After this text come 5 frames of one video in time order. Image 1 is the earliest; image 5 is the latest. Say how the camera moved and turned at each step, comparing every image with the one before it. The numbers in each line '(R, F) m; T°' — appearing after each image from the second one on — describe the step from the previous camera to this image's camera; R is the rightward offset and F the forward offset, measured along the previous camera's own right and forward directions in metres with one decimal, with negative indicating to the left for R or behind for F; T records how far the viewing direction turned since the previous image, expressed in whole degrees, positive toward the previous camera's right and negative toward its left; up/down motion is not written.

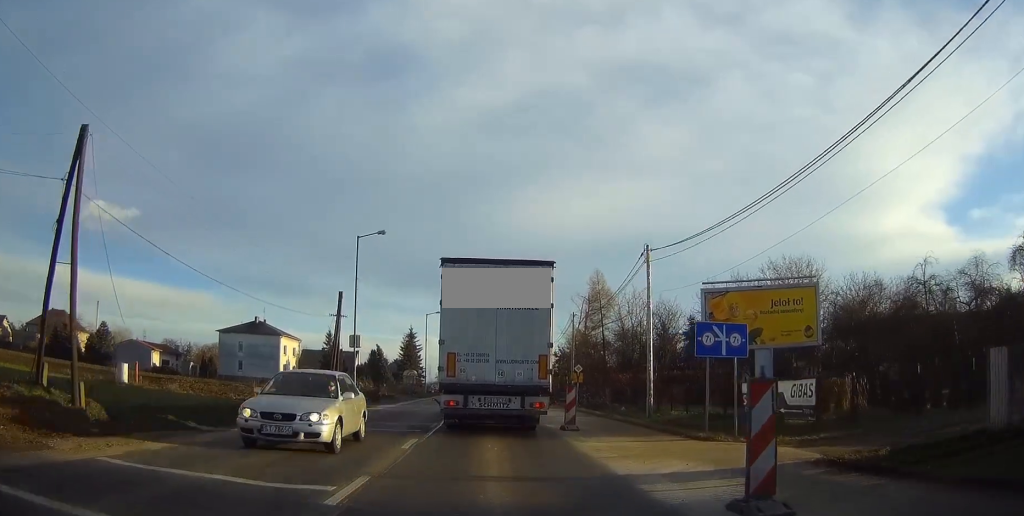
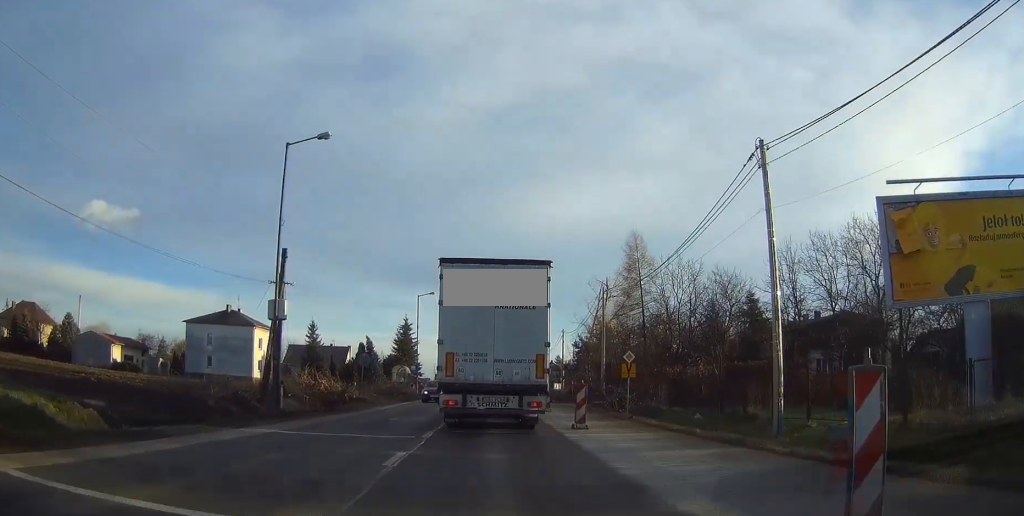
(+0.7, +16.1) m; 0°
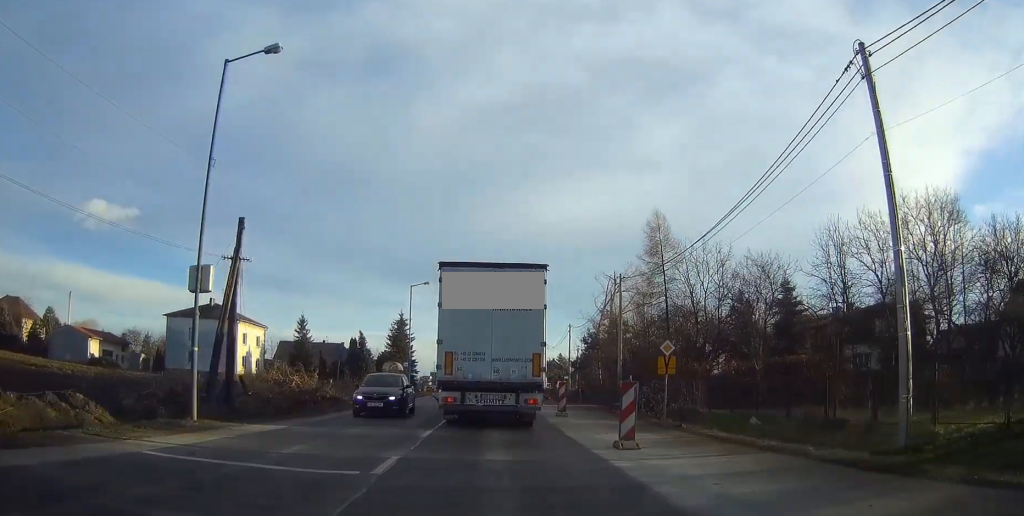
(-0.6, +7.4) m; -3°
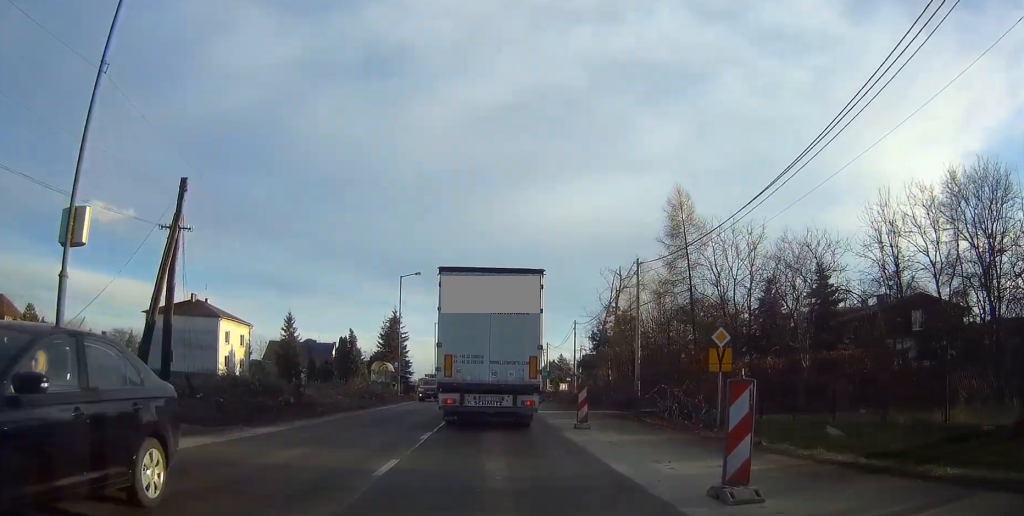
(+0.1, +6.6) m; 0°
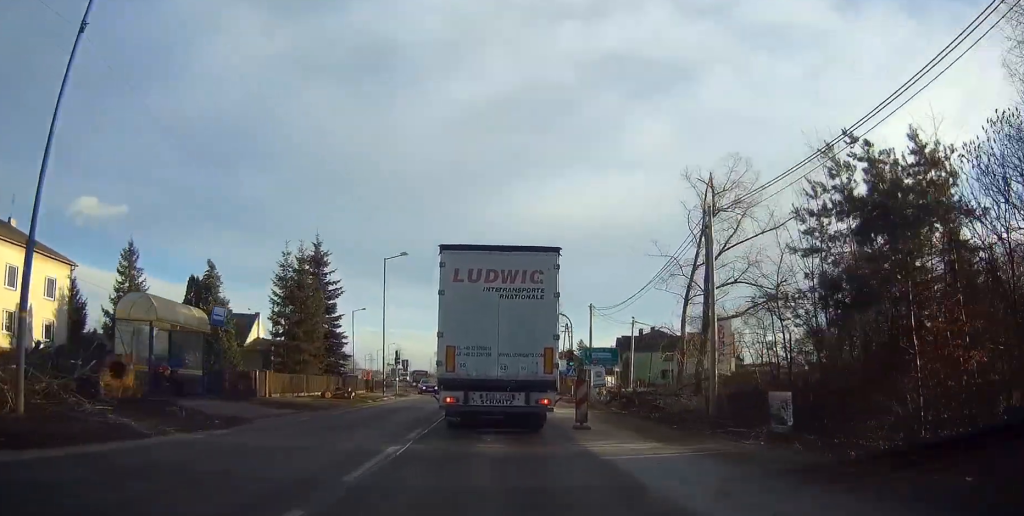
(-0.5, +44.8) m; -1°
